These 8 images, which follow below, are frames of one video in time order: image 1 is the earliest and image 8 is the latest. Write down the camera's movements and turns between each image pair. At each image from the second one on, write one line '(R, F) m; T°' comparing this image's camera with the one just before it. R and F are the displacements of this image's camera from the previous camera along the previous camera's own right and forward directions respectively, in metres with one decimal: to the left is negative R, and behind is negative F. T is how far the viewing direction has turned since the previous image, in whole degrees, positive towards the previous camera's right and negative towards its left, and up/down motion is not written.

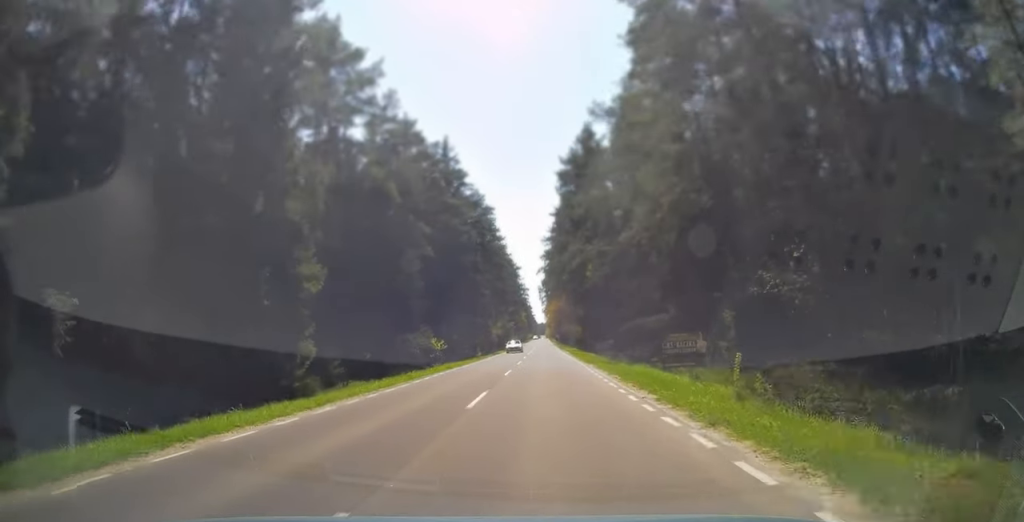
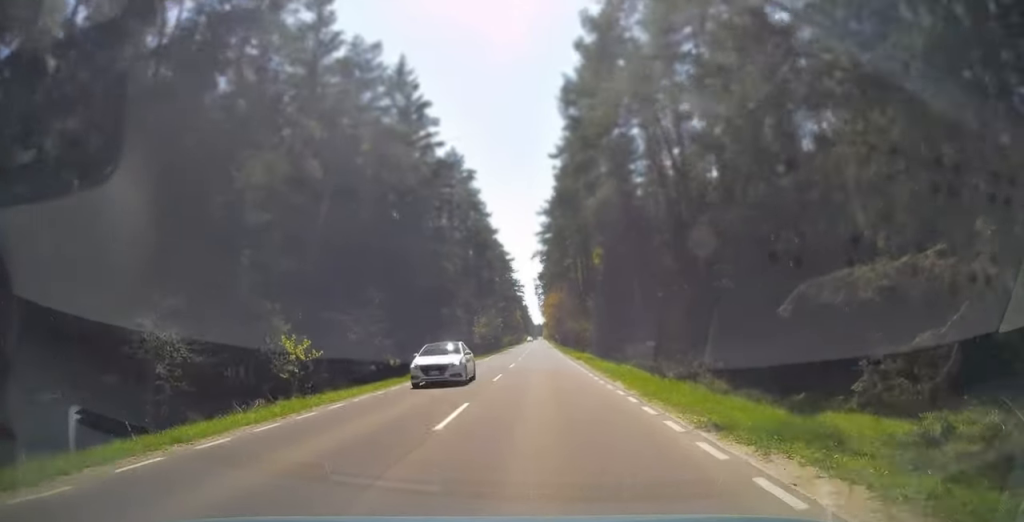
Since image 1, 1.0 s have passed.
(+0.3, +25.9) m; 0°
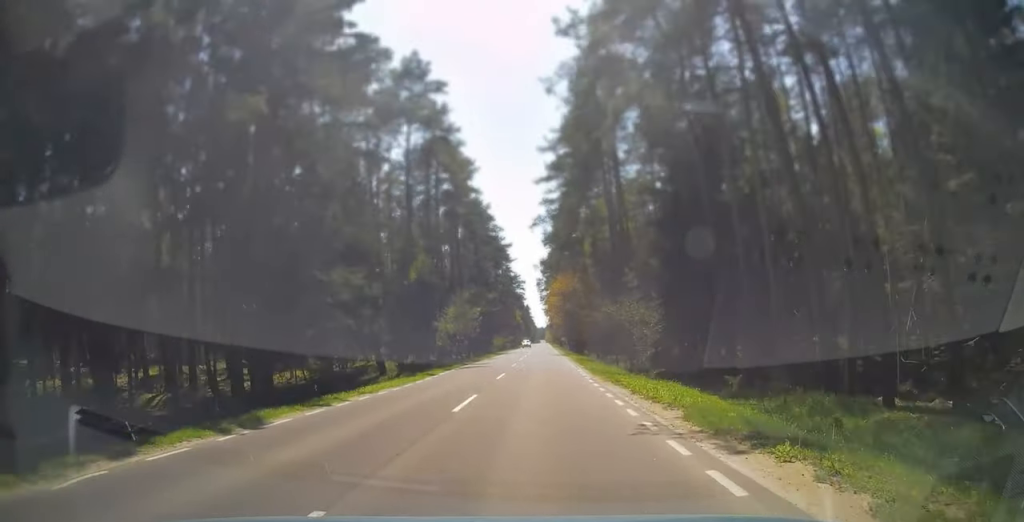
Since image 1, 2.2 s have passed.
(-0.7, +32.2) m; -1°
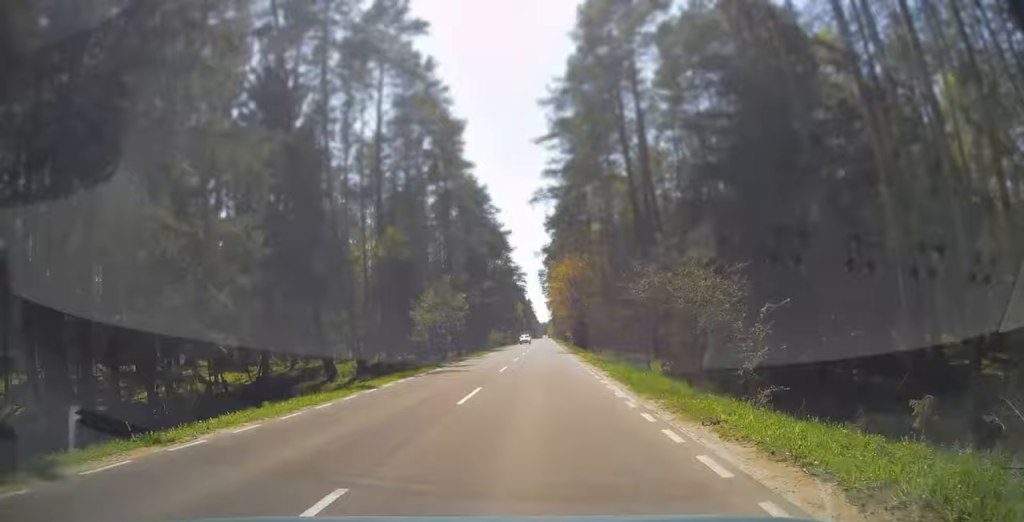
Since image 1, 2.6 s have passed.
(-0.2, +11.2) m; 0°
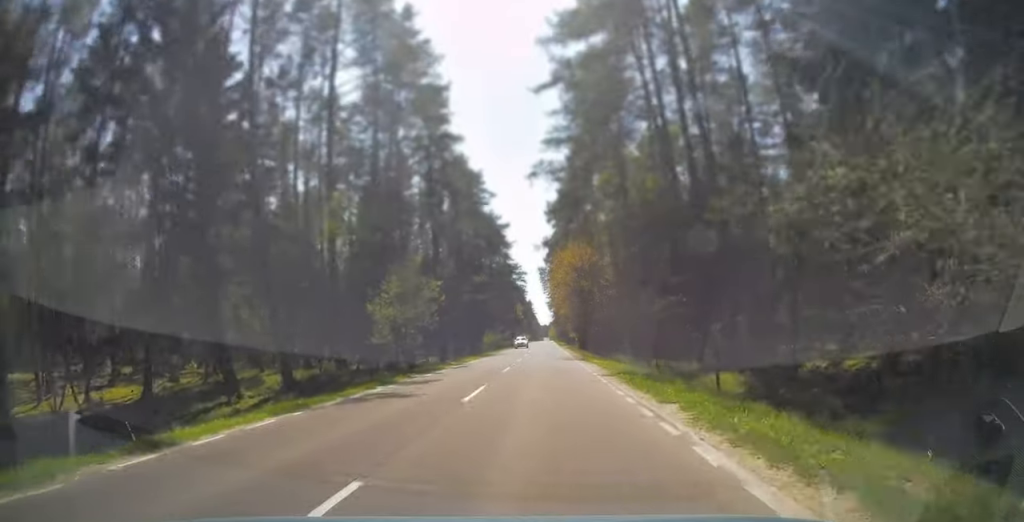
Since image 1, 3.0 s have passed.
(-0.1, +11.2) m; 0°
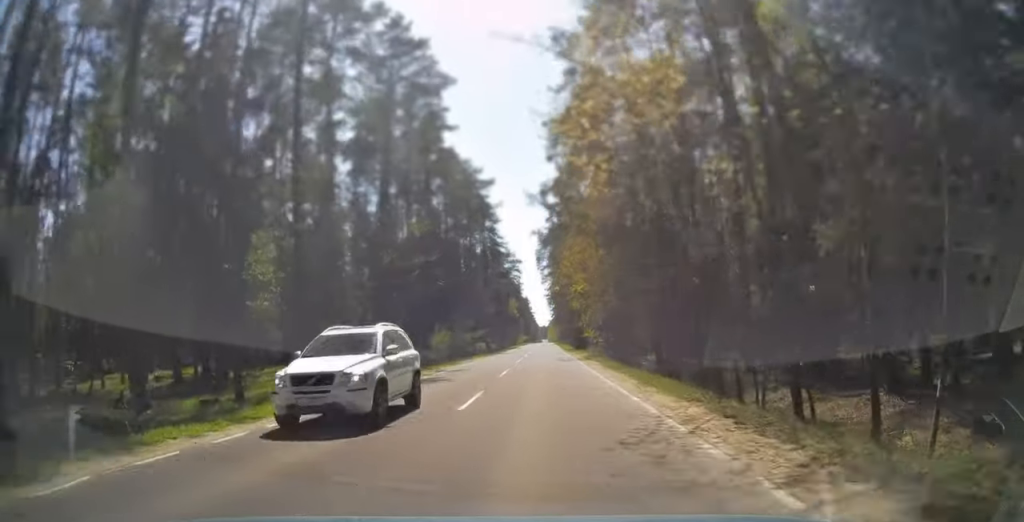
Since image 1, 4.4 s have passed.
(+0.6, +36.4) m; 0°
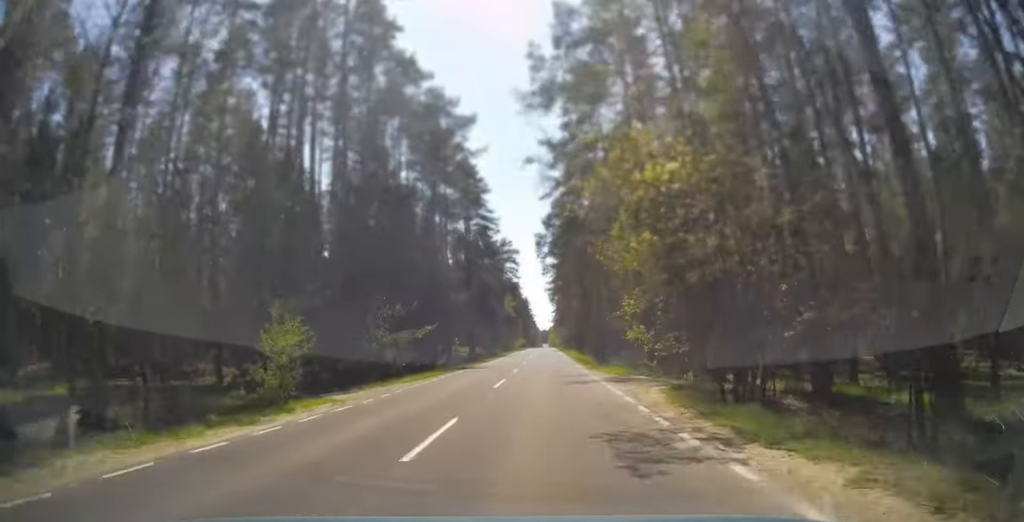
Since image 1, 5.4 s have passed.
(-0.2, +27.9) m; 0°
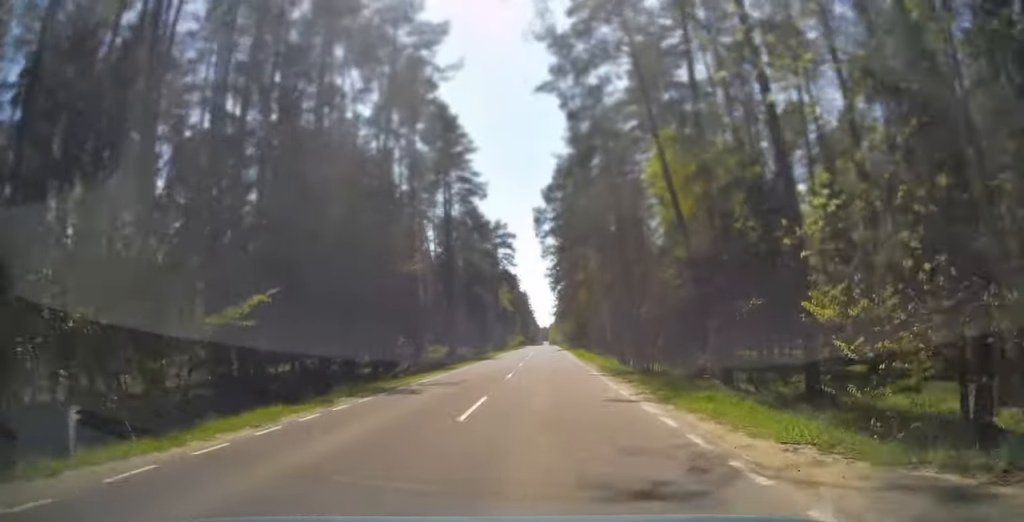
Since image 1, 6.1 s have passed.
(0.0, +19.5) m; 0°
